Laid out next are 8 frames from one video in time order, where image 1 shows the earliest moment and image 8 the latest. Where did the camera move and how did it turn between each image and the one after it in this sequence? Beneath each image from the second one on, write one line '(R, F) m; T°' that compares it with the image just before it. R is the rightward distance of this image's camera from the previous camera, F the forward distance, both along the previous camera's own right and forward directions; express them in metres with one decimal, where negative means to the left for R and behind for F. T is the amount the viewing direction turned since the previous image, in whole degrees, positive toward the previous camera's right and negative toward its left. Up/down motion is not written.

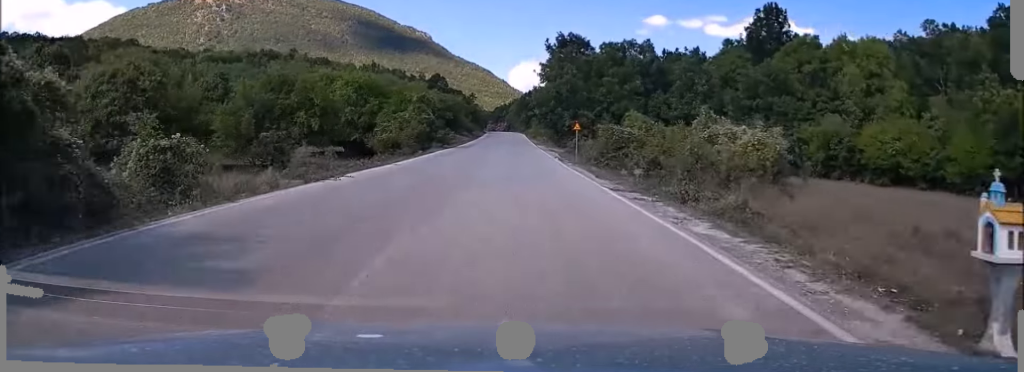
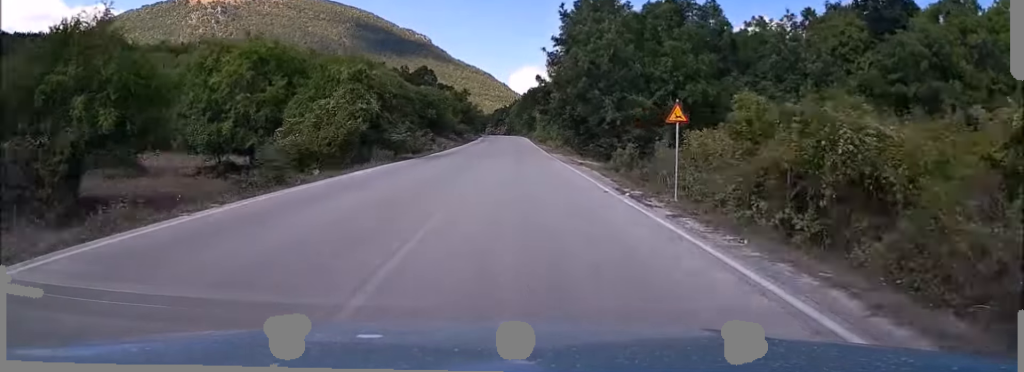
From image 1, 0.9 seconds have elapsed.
(0.0, +23.7) m; 0°
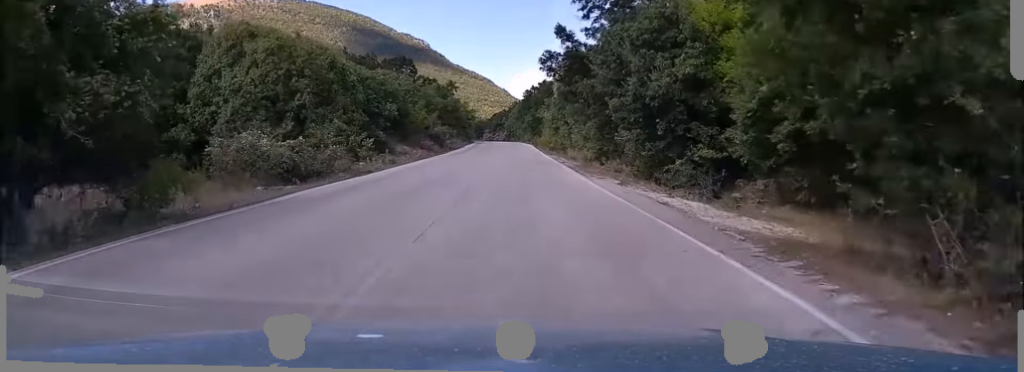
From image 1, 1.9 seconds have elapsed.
(0.0, +27.2) m; 0°
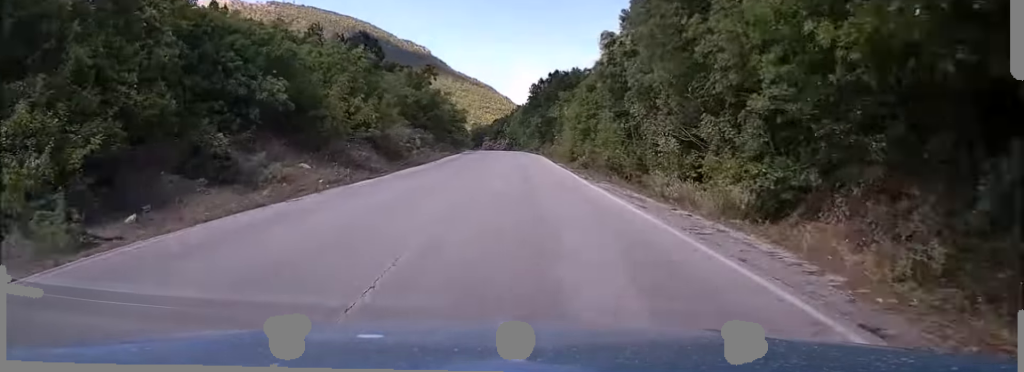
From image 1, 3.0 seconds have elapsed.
(0.0, +27.2) m; 0°
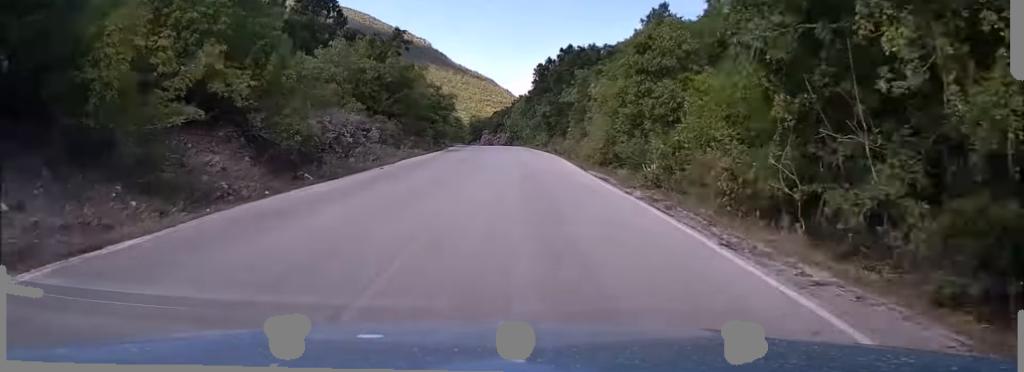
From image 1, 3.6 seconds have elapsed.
(0.0, +17.6) m; 0°
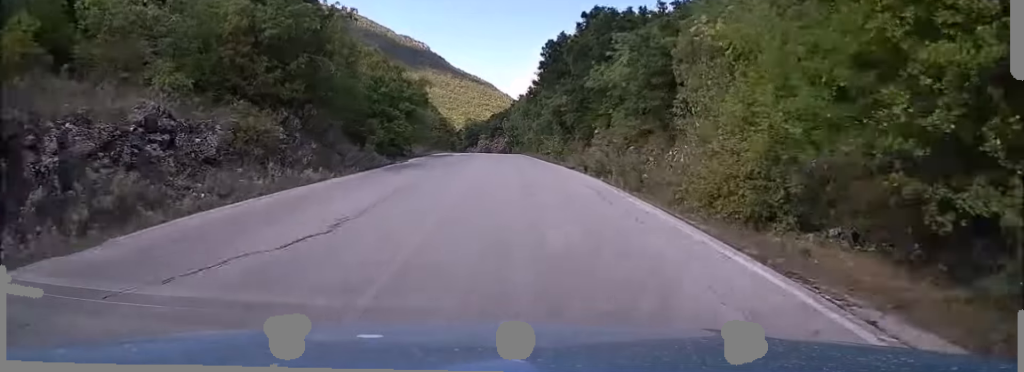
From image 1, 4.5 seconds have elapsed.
(0.0, +21.8) m; 0°
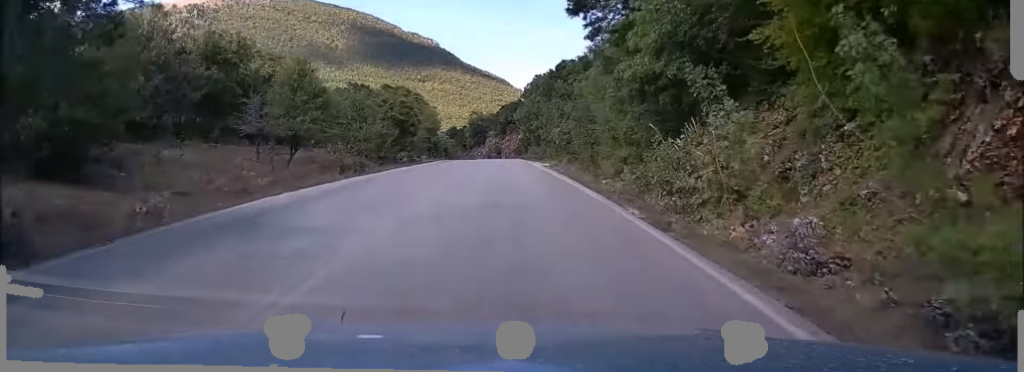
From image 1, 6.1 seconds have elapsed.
(-0.2, +40.8) m; -1°
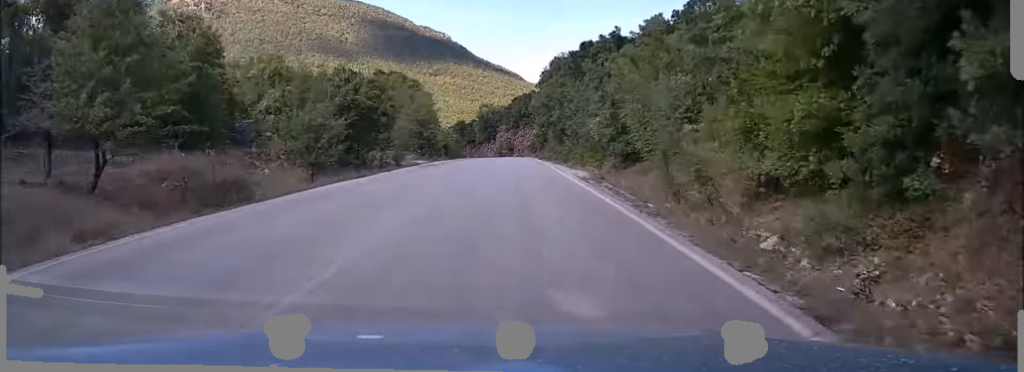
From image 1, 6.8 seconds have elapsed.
(-0.1, +15.7) m; -1°
